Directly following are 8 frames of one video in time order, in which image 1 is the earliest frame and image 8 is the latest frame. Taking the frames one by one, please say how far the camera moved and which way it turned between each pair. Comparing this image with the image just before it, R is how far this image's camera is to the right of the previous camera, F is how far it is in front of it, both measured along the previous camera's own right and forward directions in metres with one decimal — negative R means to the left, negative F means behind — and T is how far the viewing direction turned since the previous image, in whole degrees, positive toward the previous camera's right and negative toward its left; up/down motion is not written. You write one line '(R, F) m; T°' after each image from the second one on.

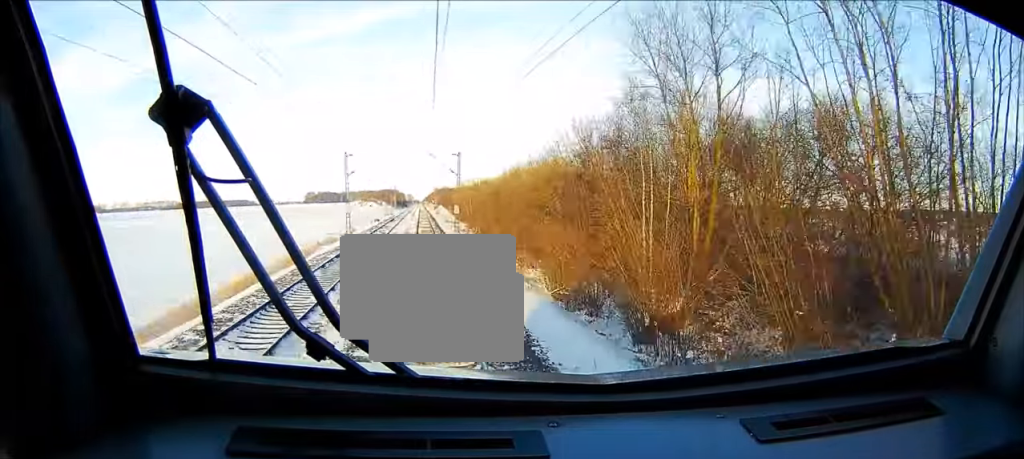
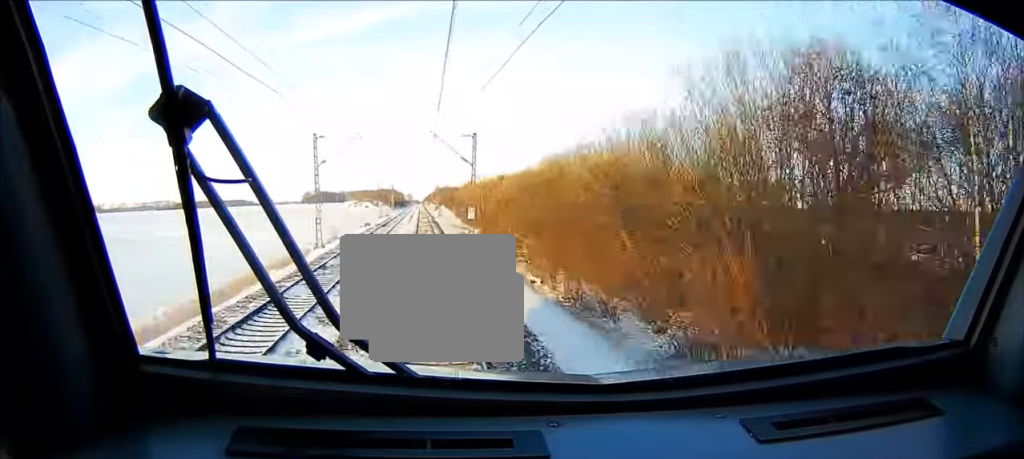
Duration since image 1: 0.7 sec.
(+0.1, +20.5) m; 0°
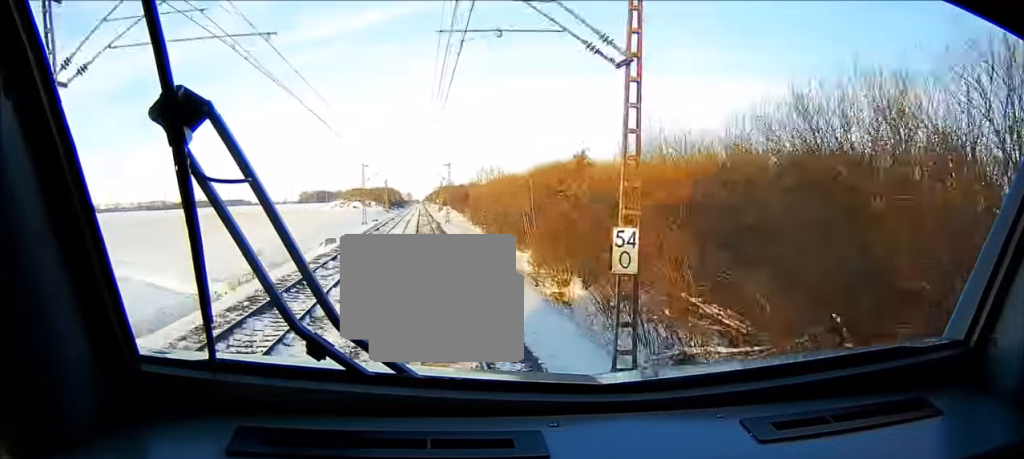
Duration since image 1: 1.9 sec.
(-0.1, +36.5) m; 0°
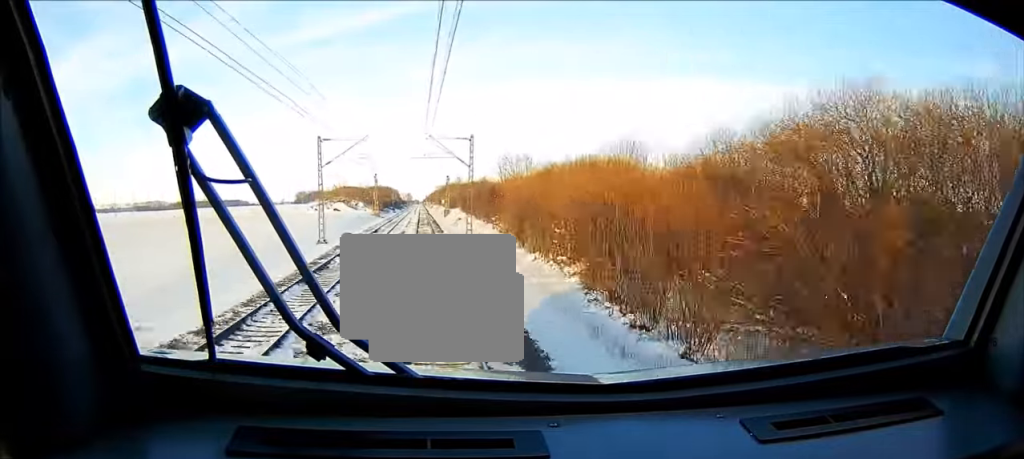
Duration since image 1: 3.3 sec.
(+0.1, +40.1) m; 0°
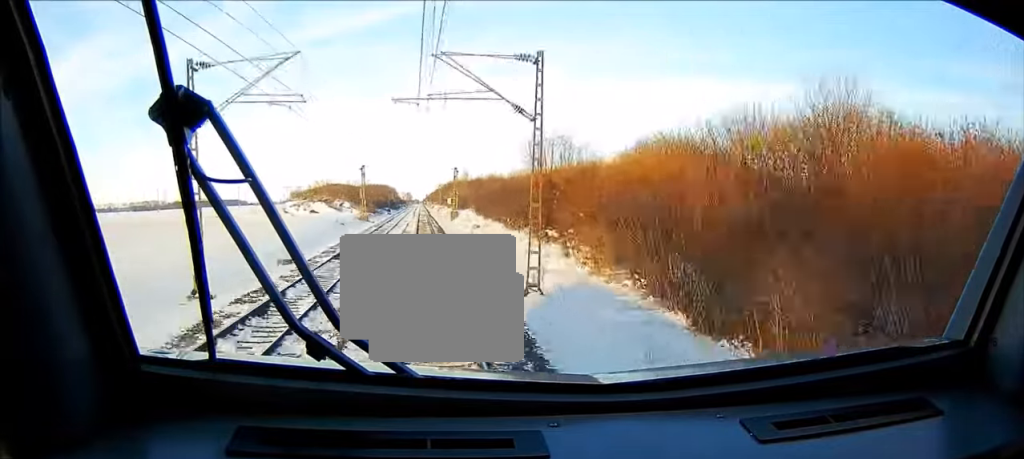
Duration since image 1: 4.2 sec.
(0.0, +29.5) m; 0°
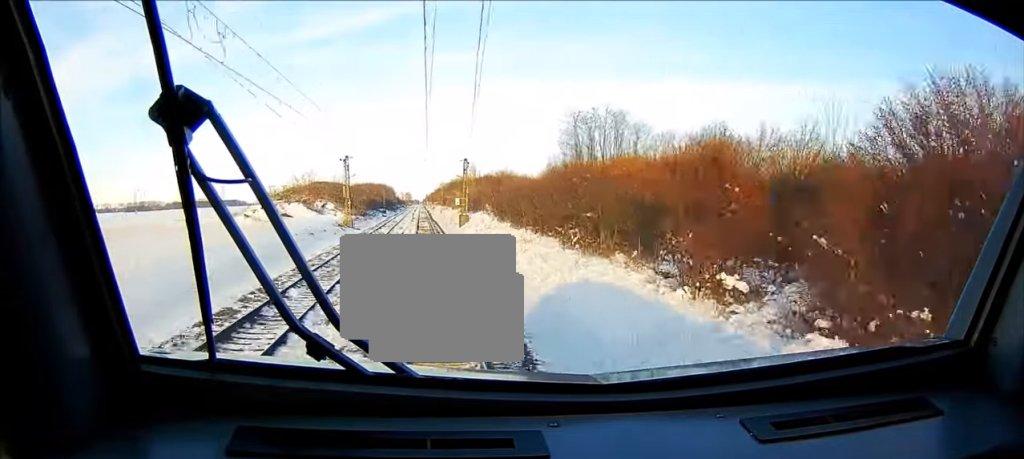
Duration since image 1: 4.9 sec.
(0.0, +21.5) m; 0°
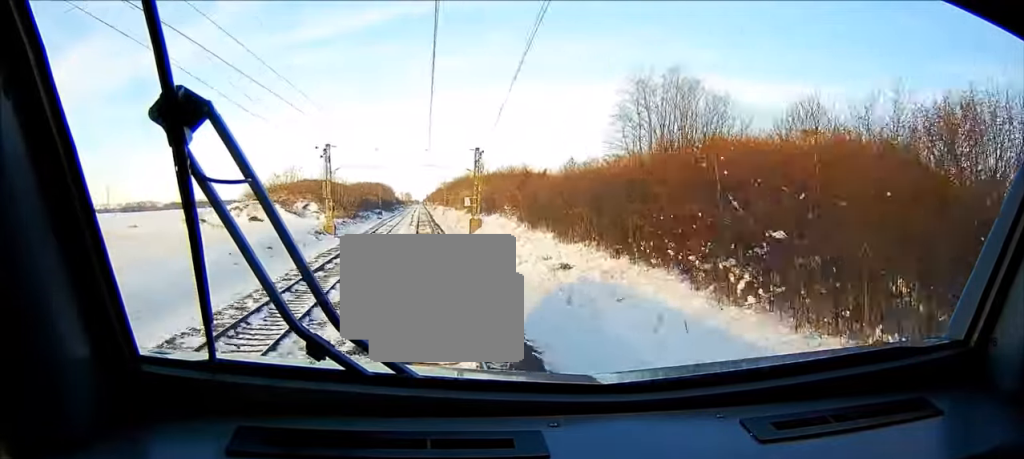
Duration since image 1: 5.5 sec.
(0.0, +16.4) m; 0°
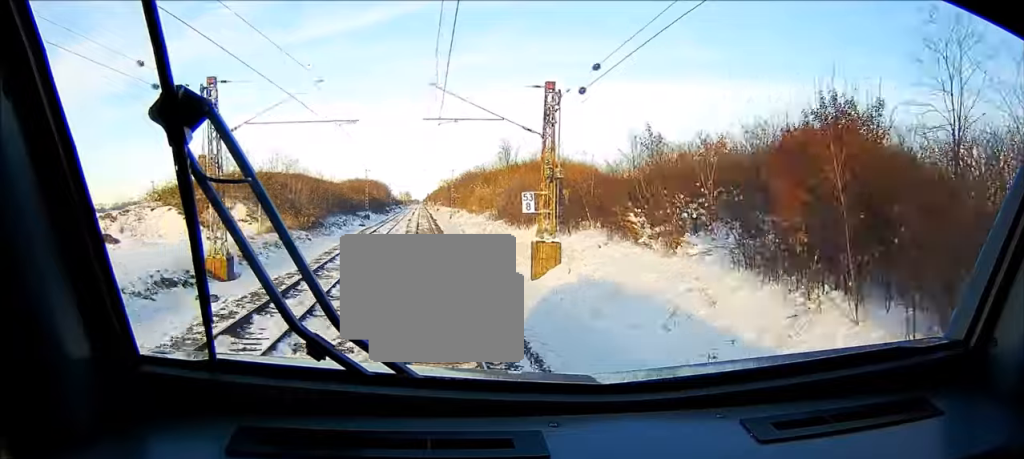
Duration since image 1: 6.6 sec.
(+0.1, +33.9) m; 0°
